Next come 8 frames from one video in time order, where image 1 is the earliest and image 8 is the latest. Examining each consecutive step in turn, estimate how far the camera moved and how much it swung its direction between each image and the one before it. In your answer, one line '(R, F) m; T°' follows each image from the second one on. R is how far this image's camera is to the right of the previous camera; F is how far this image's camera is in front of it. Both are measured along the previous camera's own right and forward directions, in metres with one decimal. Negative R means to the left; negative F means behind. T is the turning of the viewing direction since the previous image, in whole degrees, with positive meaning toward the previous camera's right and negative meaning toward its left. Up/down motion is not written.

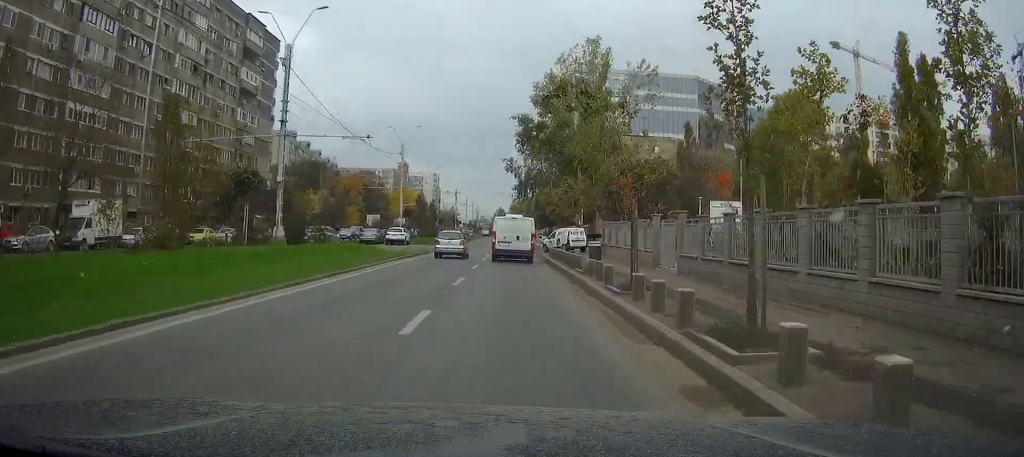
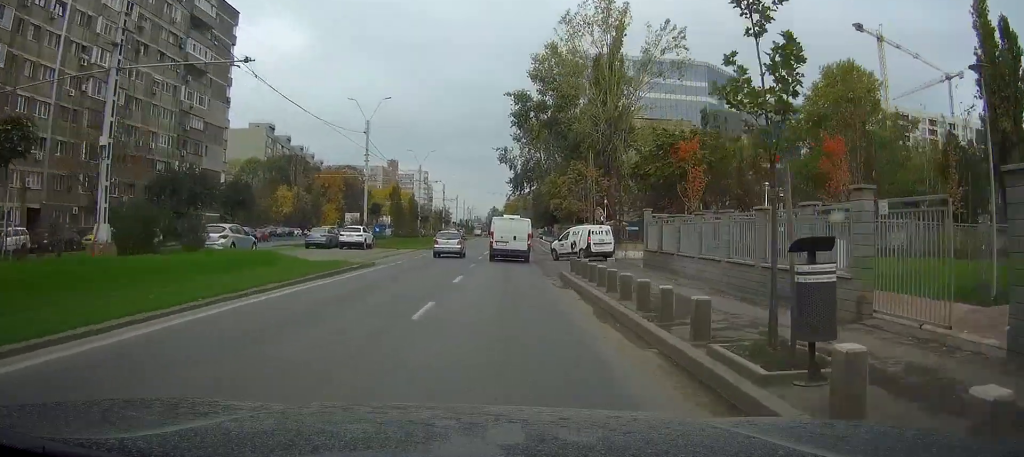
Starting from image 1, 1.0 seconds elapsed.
(-0.1, +15.9) m; 0°
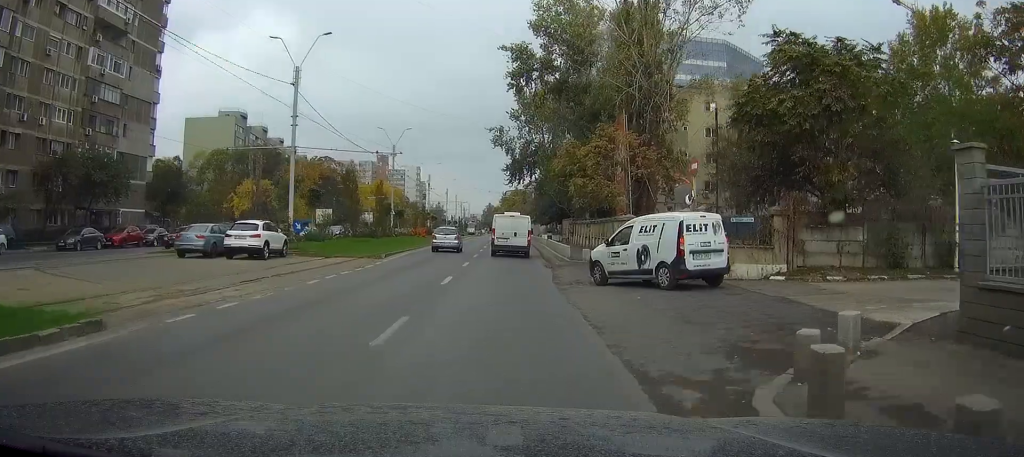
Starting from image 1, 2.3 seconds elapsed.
(+0.2, +19.6) m; +1°
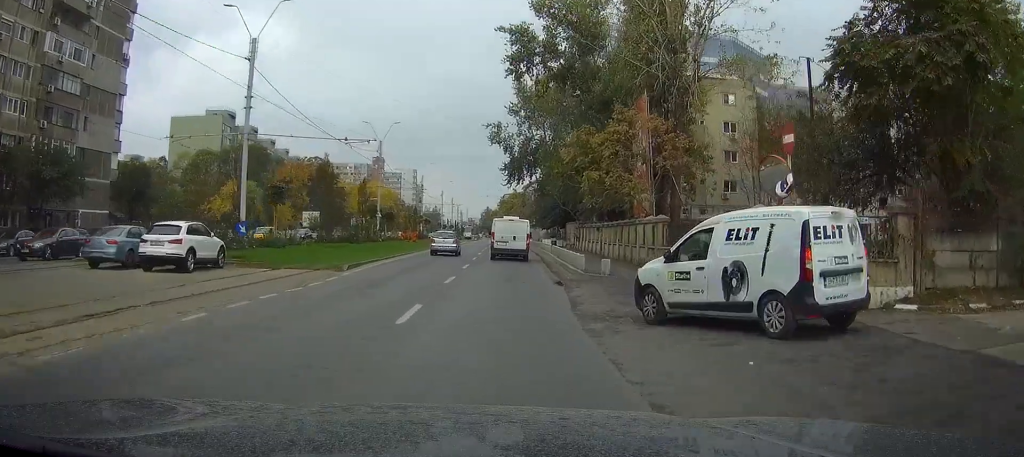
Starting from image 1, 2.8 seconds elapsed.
(0.0, +7.2) m; 0°
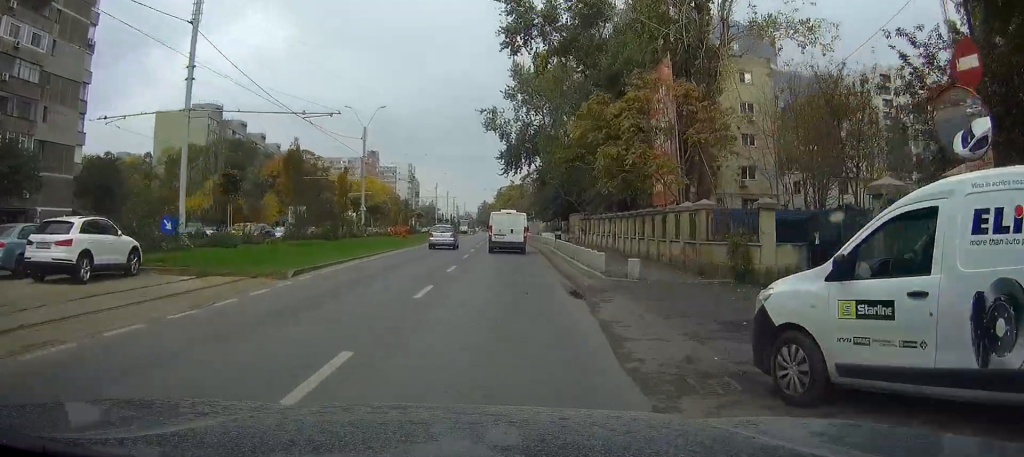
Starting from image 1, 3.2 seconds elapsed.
(0.0, +6.2) m; 0°
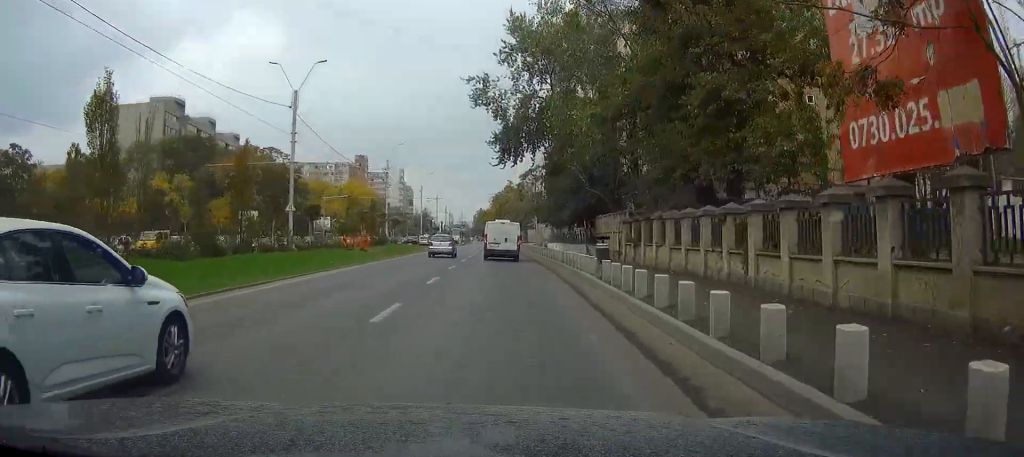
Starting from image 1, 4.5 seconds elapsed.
(0.0, +20.5) m; 0°
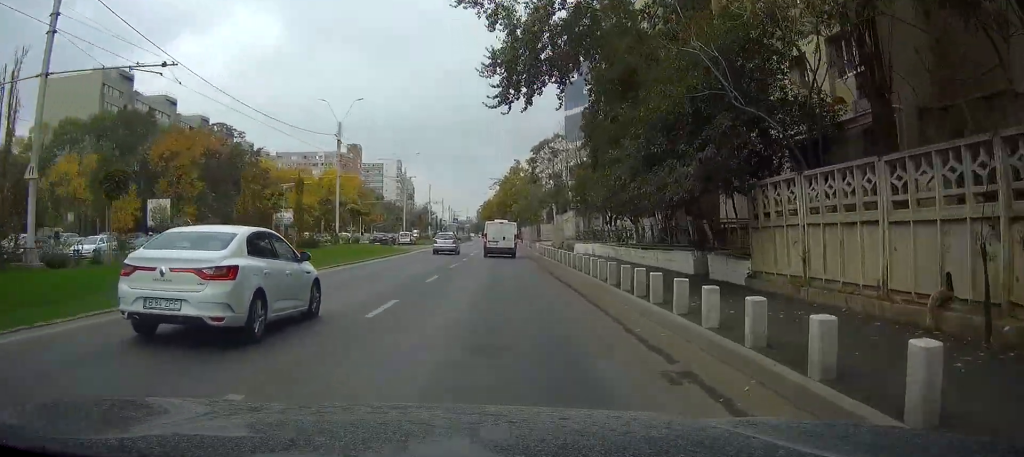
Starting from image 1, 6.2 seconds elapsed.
(0.0, +26.0) m; 0°
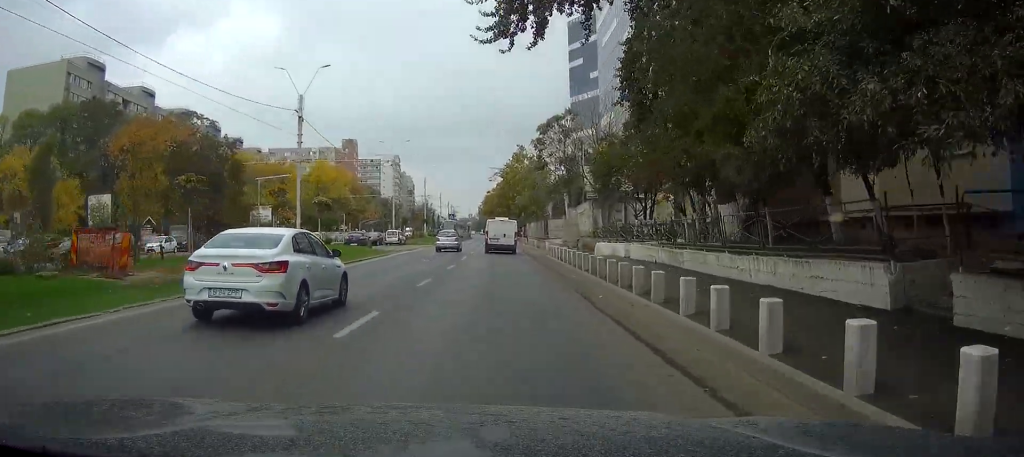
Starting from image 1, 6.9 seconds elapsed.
(0.0, +11.1) m; 0°
